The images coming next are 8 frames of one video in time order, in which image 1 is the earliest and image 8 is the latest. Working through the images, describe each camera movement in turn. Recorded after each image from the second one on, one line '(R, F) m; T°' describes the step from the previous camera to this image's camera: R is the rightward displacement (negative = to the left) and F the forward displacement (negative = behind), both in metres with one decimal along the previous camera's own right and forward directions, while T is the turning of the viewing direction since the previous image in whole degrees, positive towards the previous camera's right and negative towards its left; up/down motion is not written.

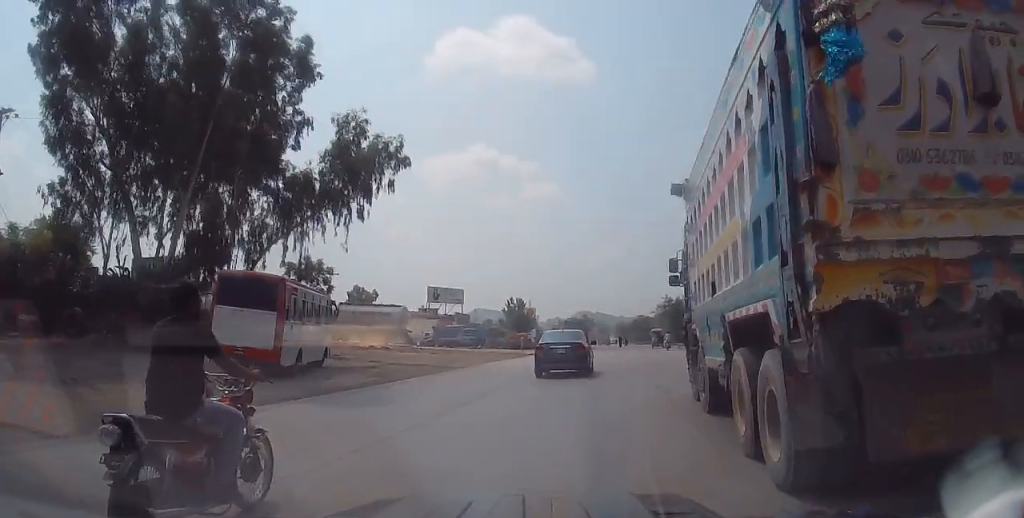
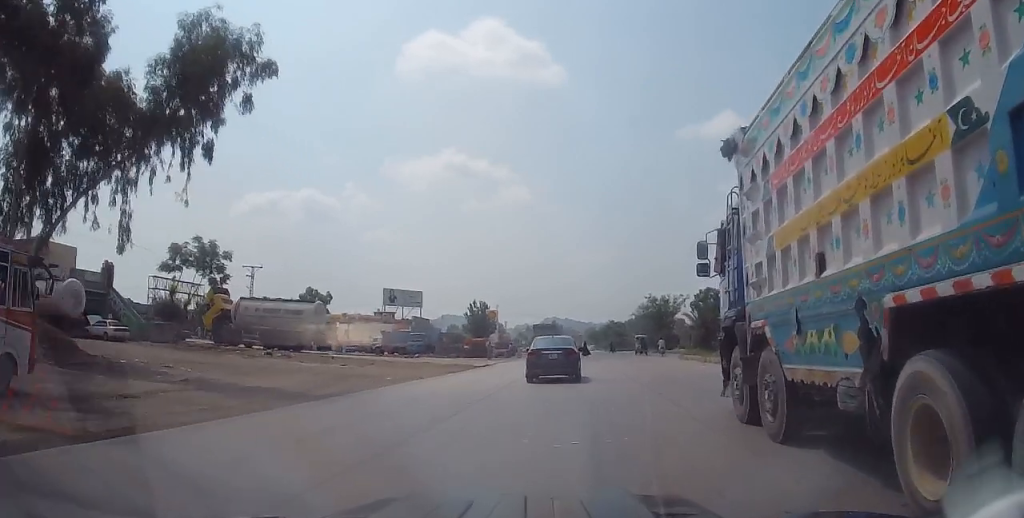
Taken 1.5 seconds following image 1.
(+0.2, +13.6) m; +3°
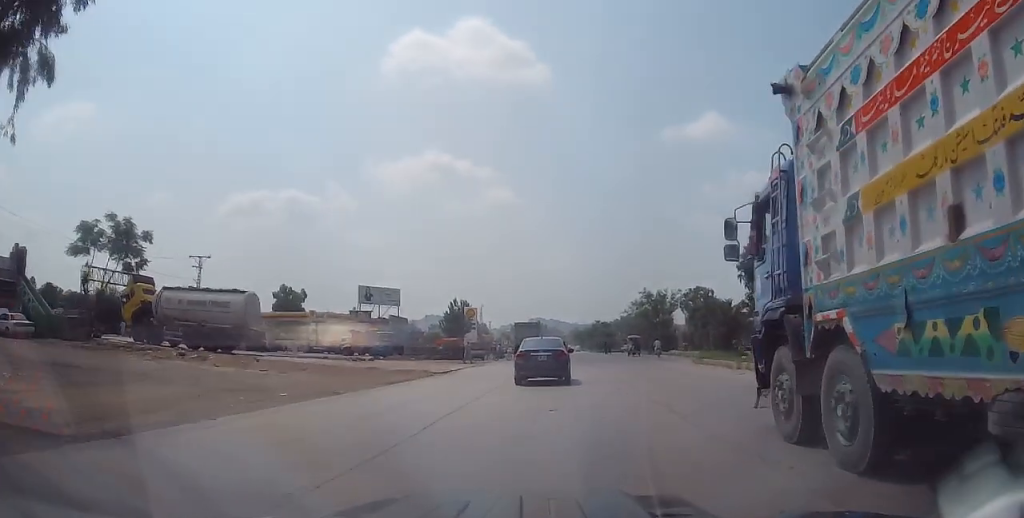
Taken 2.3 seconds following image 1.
(+0.3, +8.3) m; 0°
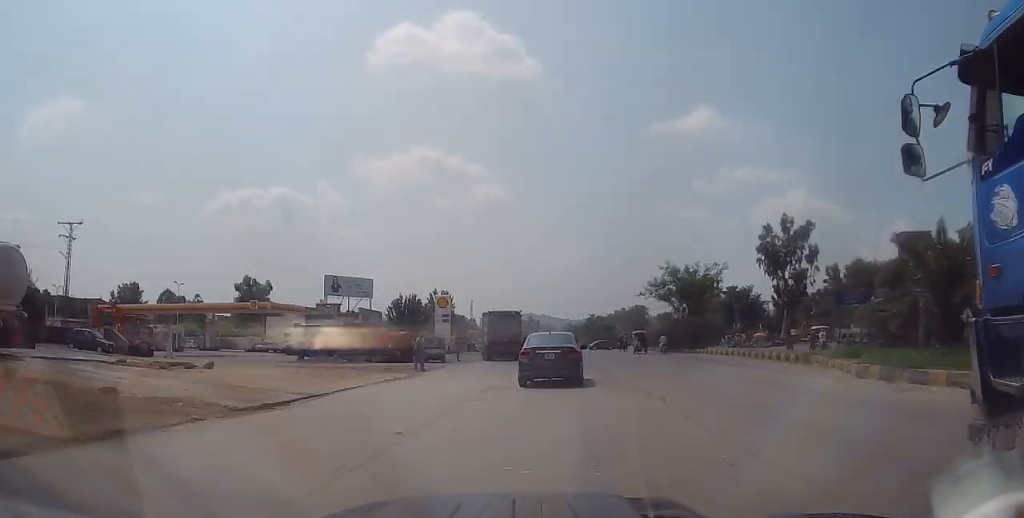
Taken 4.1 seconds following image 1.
(+0.1, +18.4) m; 0°
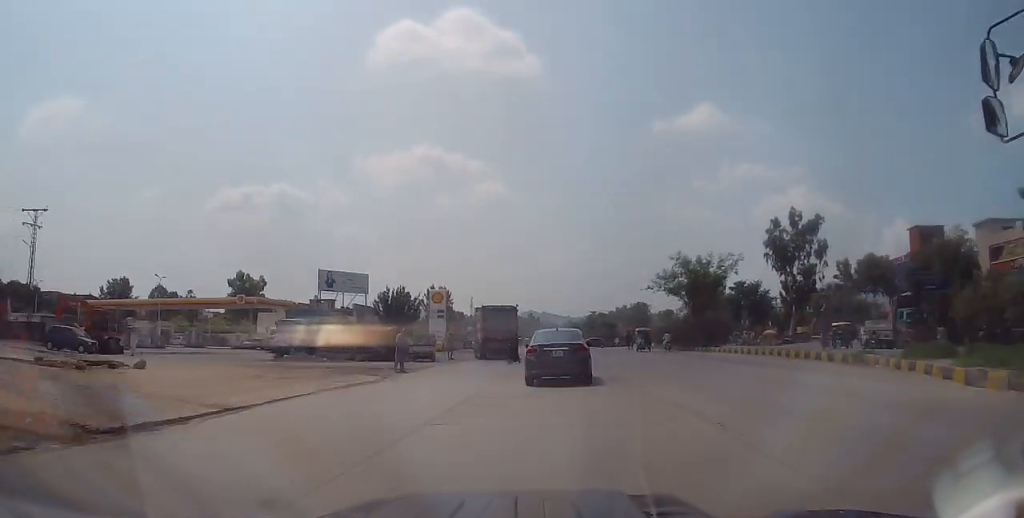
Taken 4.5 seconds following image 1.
(+0.1, +4.0) m; 0°
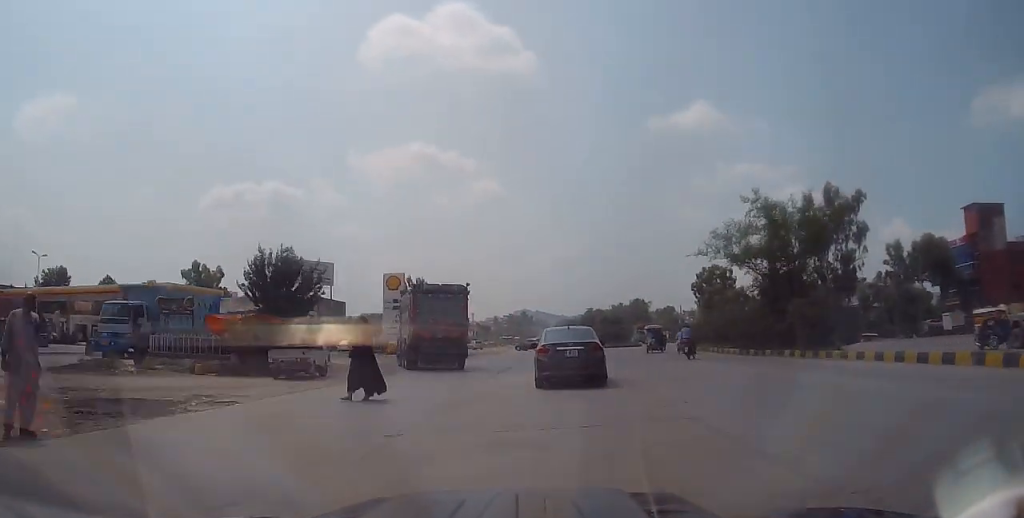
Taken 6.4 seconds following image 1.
(-0.1, +18.8) m; 0°
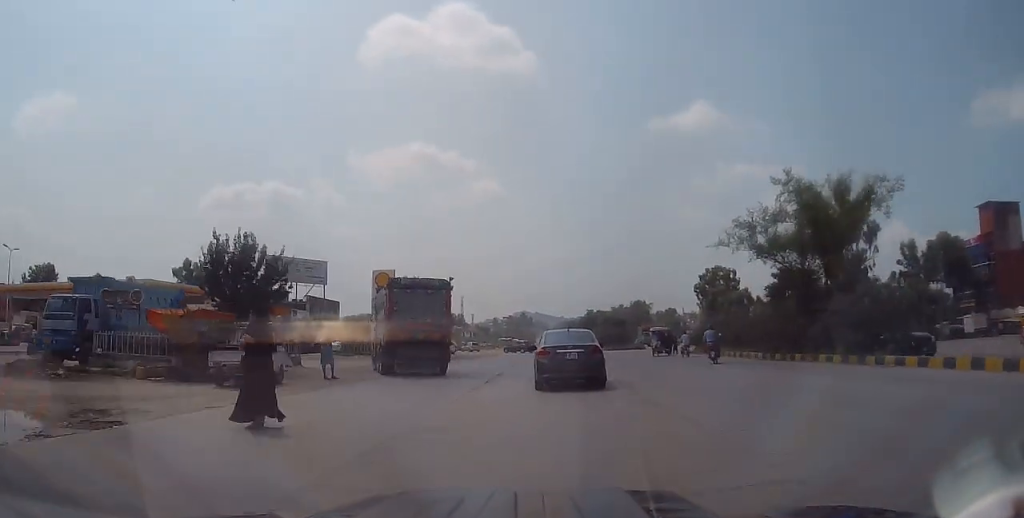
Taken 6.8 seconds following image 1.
(-0.2, +3.8) m; 0°
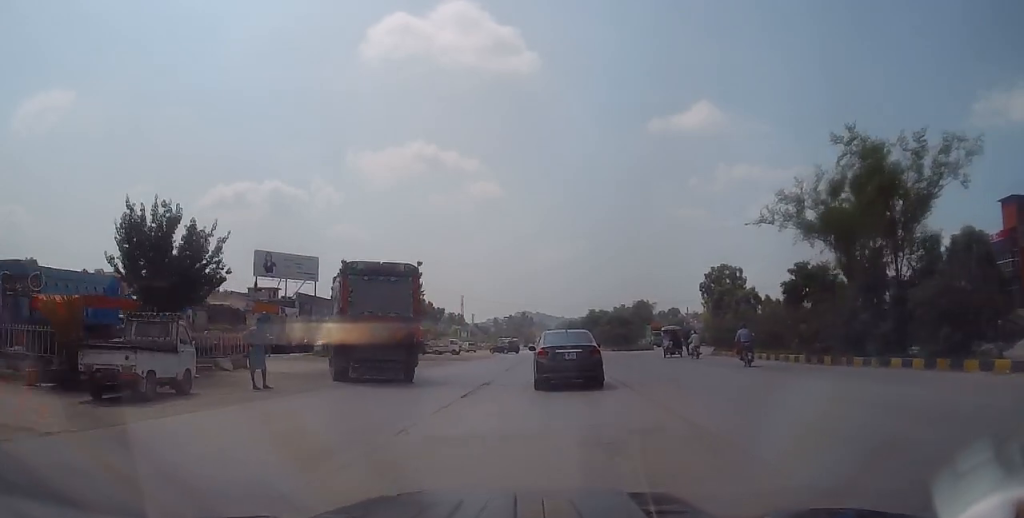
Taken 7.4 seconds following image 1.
(-0.3, +5.4) m; 0°
